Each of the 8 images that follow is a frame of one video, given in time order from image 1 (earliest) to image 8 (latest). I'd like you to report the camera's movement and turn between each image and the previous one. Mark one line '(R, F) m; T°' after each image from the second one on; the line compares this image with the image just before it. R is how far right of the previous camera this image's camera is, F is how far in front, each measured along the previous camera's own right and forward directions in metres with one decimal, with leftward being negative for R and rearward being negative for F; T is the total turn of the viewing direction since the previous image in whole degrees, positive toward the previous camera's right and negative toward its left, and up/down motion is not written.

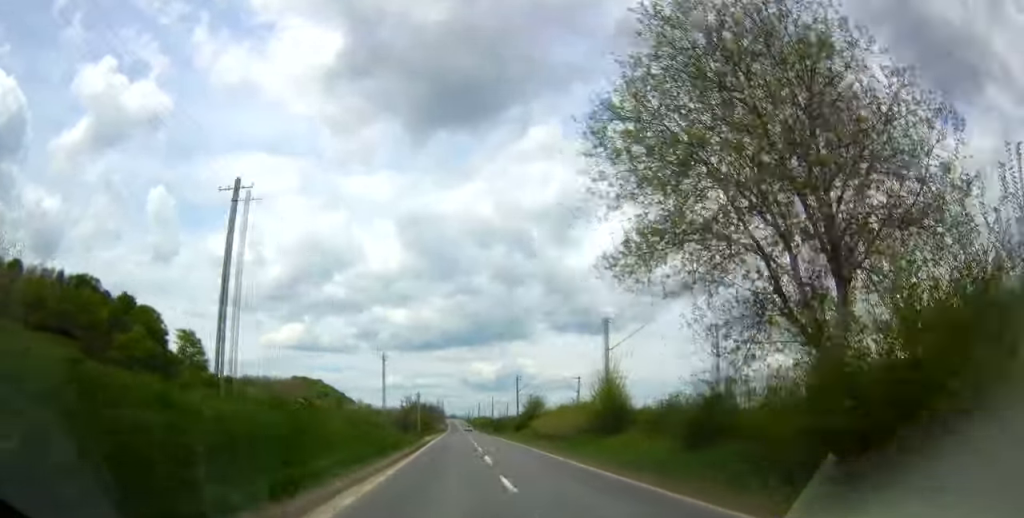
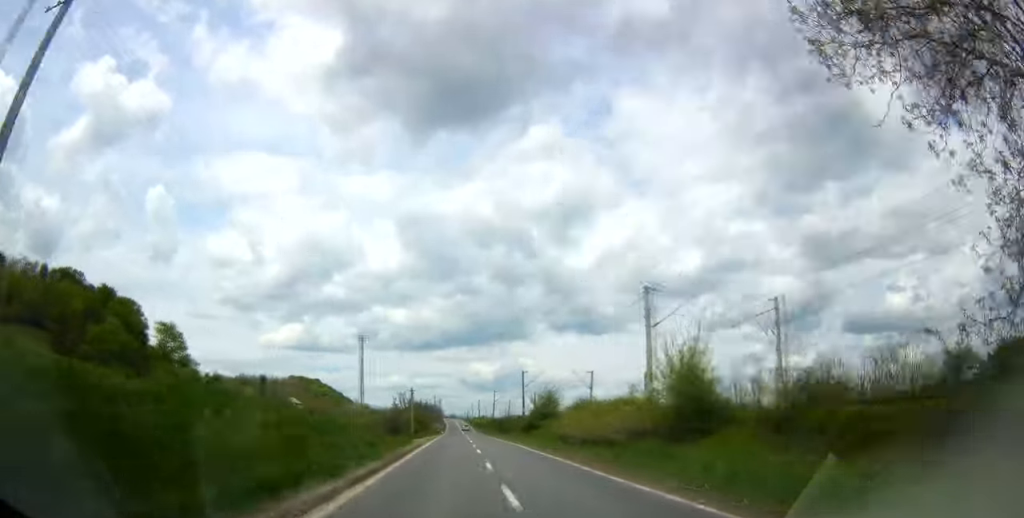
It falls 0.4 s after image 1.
(0.0, +11.5) m; 0°
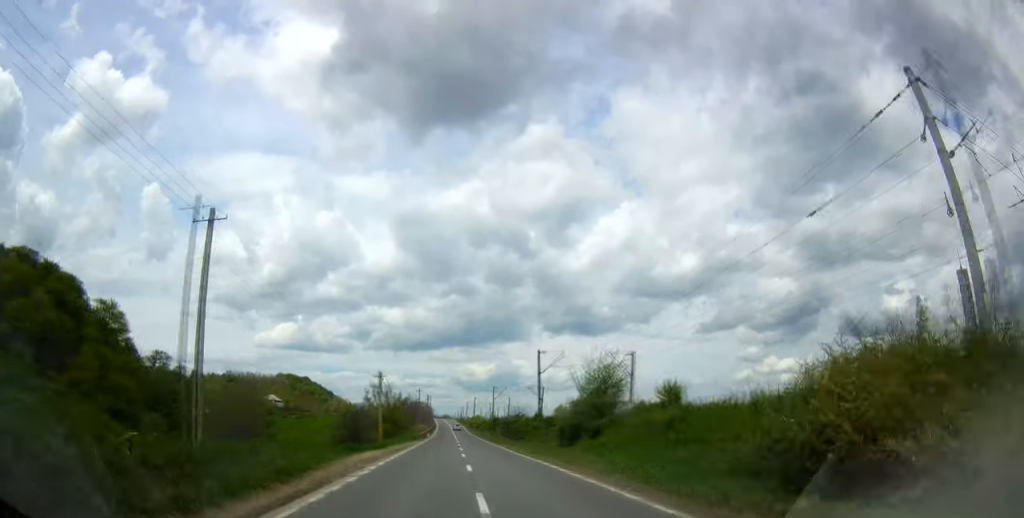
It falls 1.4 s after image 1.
(+0.3, +26.9) m; +1°
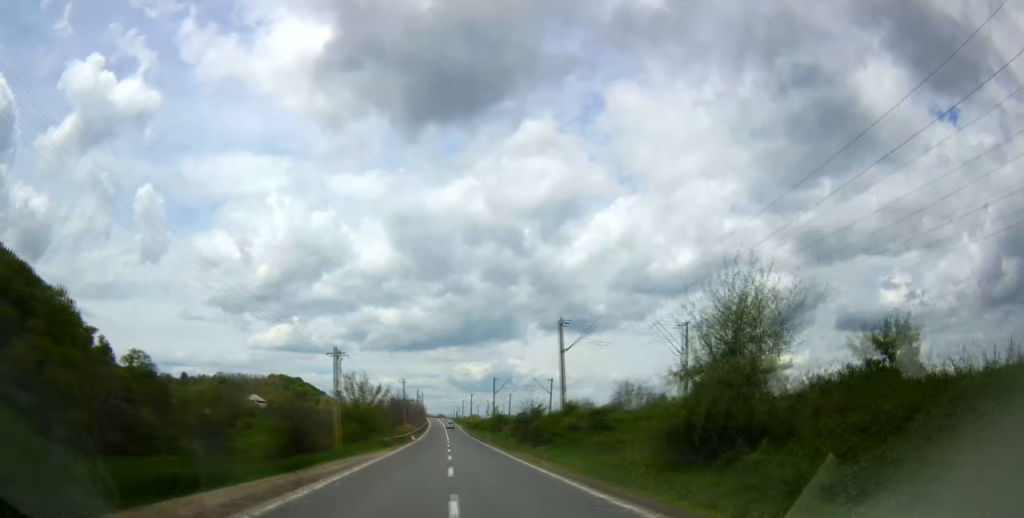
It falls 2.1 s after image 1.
(0.0, +18.8) m; +1°
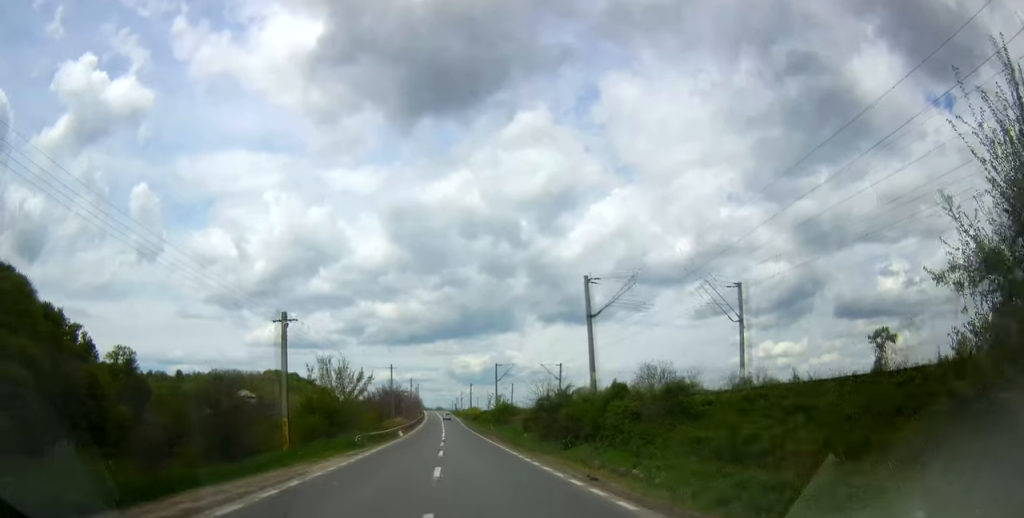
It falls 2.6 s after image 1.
(+0.1, +12.2) m; 0°
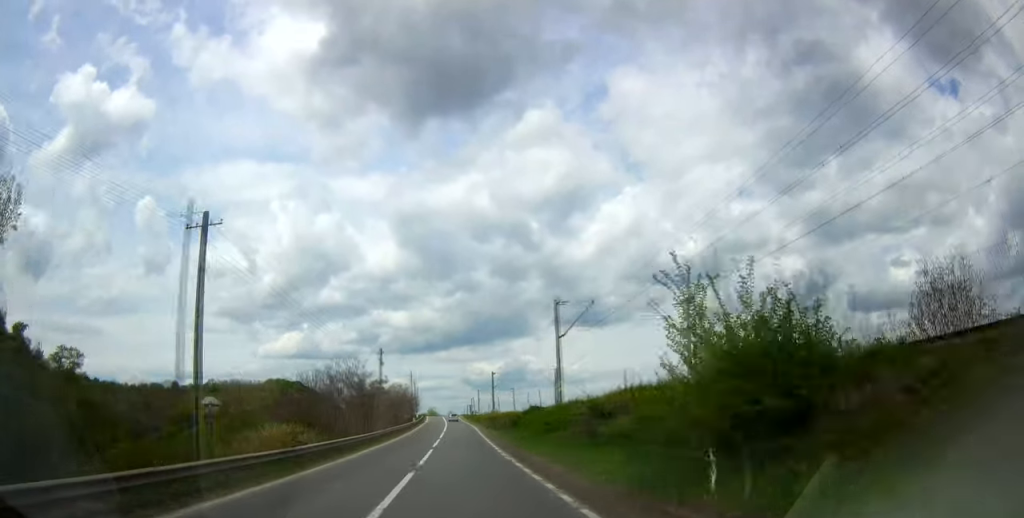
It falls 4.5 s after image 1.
(-0.5, +53.9) m; 0°
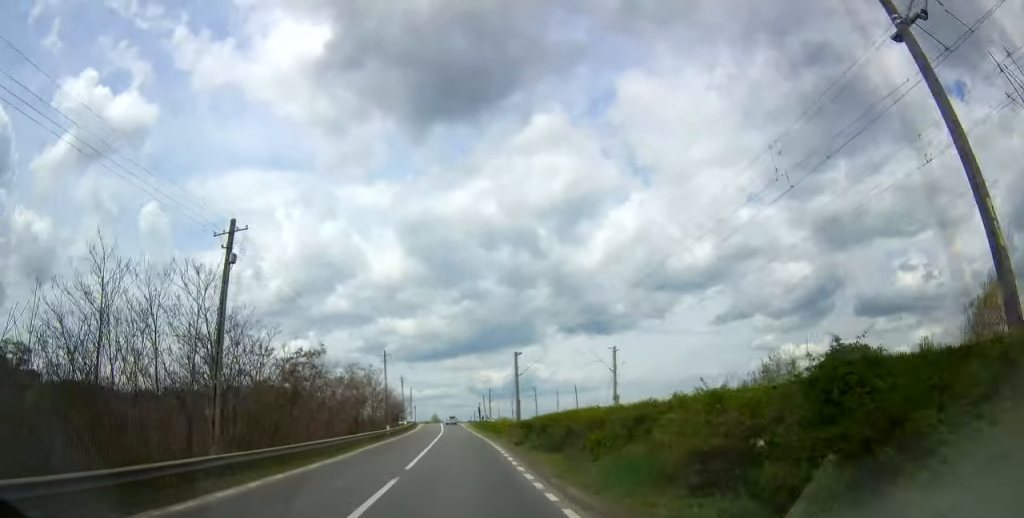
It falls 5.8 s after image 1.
(+0.5, +38.9) m; 0°
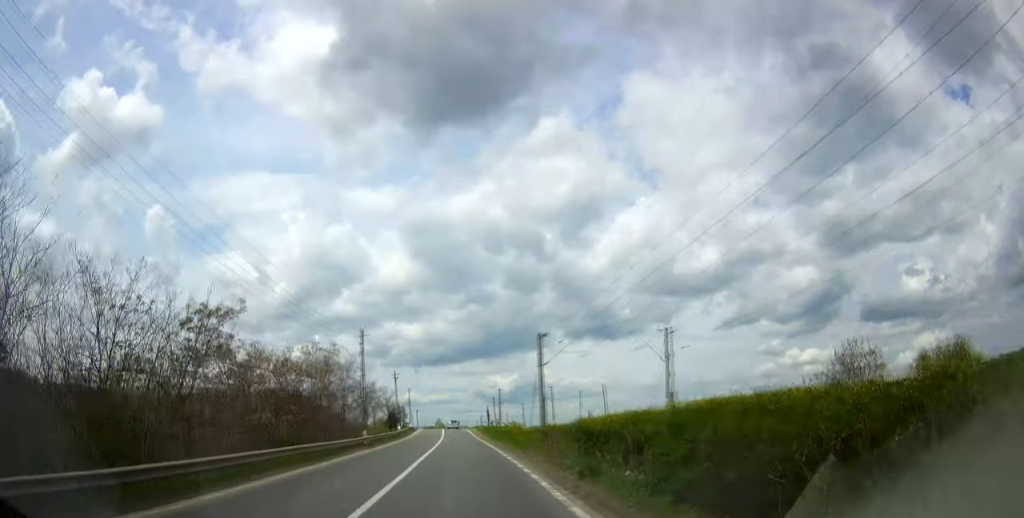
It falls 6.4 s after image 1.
(-0.1, +17.3) m; 0°
